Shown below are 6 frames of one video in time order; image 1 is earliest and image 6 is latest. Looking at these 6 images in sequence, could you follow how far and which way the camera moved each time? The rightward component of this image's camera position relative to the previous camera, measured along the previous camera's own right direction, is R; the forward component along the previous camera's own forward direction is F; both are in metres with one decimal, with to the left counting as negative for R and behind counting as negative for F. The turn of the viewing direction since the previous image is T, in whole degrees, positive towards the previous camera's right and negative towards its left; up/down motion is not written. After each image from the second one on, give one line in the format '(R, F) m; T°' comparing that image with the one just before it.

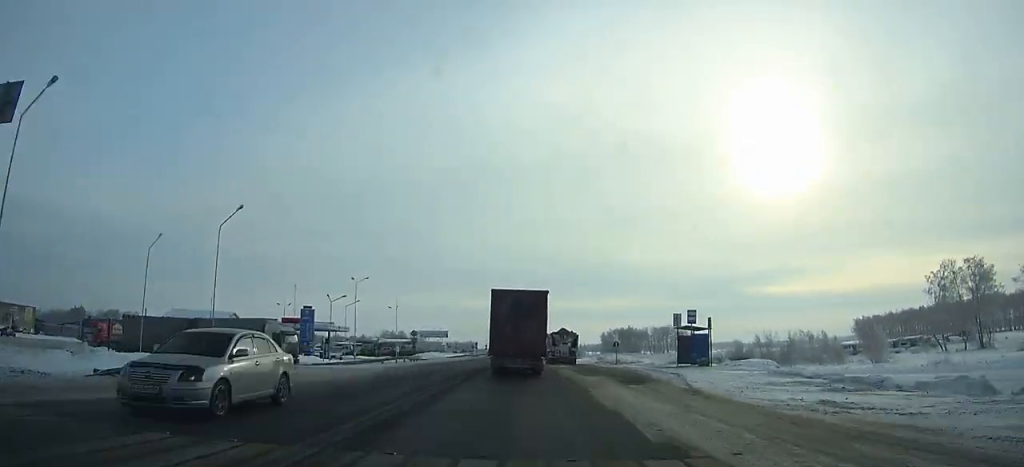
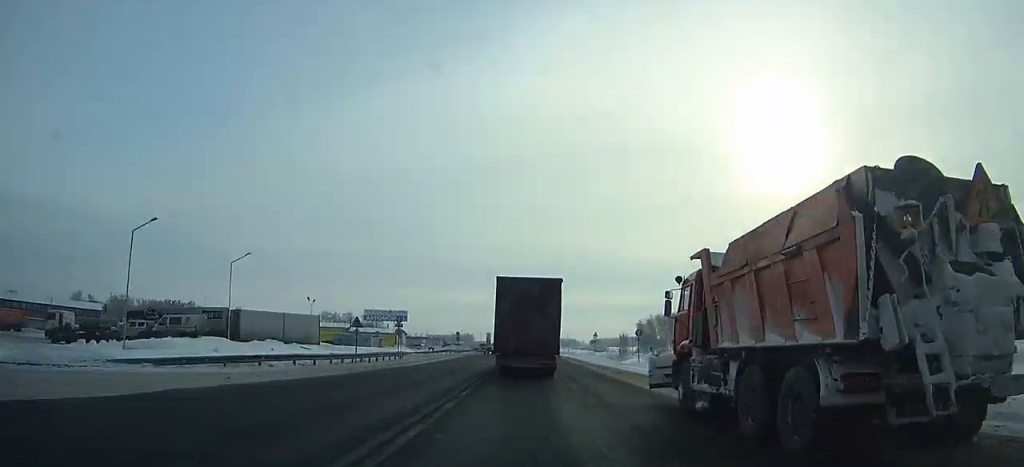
(-0.5, +103.9) m; 0°
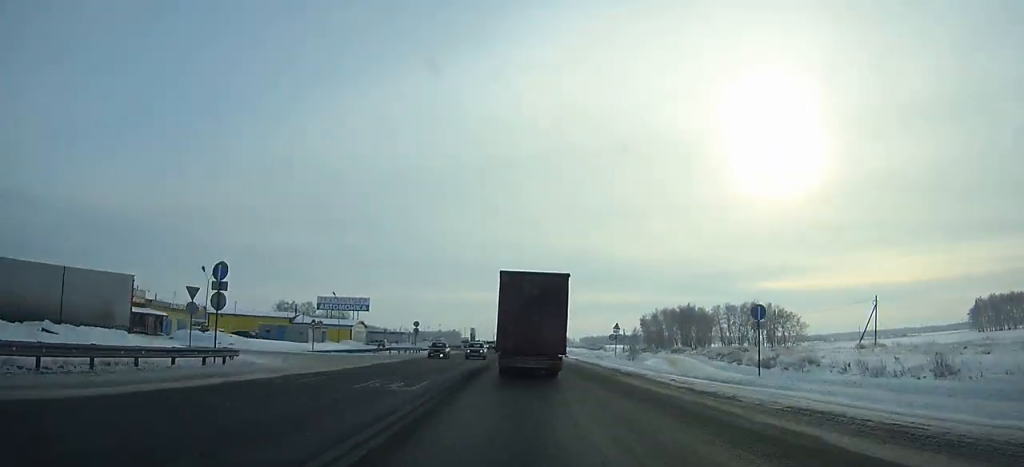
(+0.2, +29.6) m; 0°
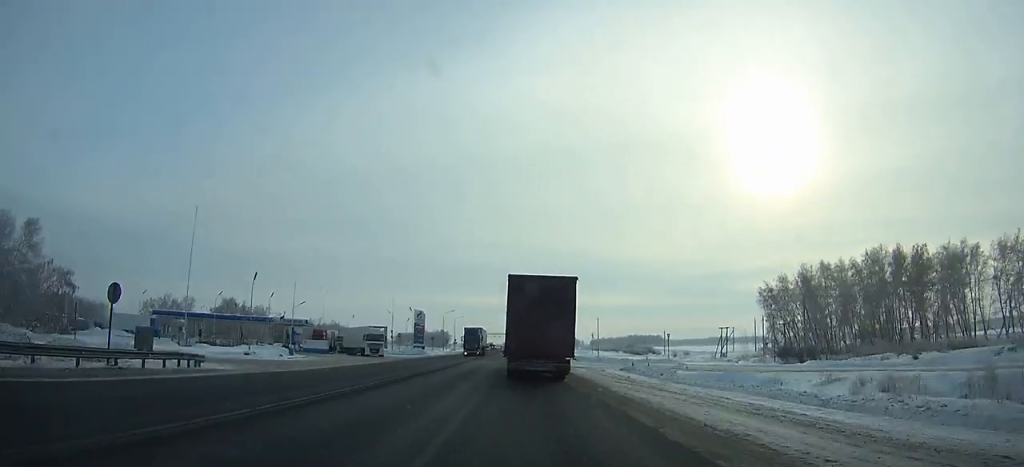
(-0.4, +129.4) m; -1°
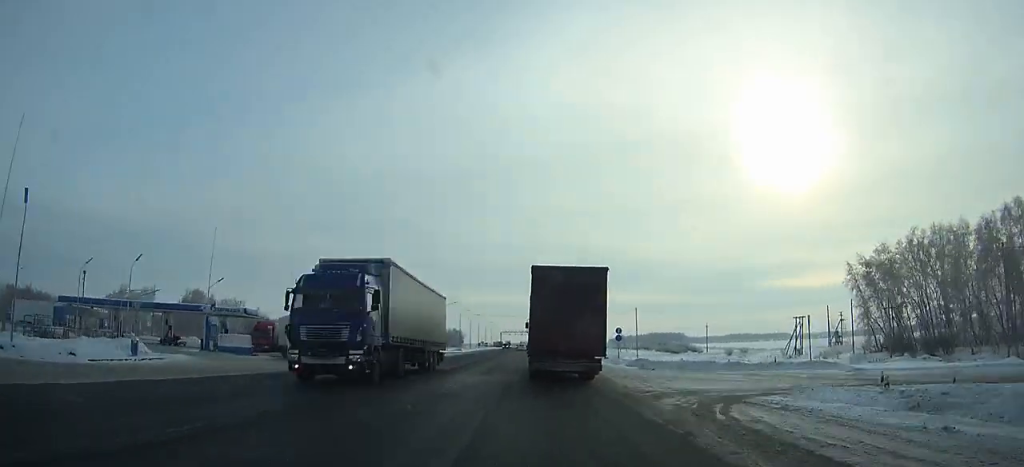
(-0.1, +30.5) m; 0°
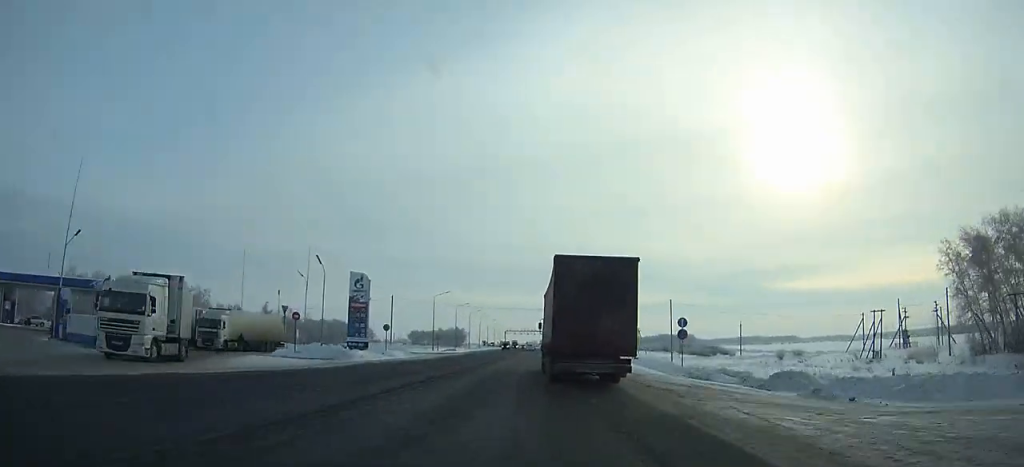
(-0.1, +24.3) m; 0°
